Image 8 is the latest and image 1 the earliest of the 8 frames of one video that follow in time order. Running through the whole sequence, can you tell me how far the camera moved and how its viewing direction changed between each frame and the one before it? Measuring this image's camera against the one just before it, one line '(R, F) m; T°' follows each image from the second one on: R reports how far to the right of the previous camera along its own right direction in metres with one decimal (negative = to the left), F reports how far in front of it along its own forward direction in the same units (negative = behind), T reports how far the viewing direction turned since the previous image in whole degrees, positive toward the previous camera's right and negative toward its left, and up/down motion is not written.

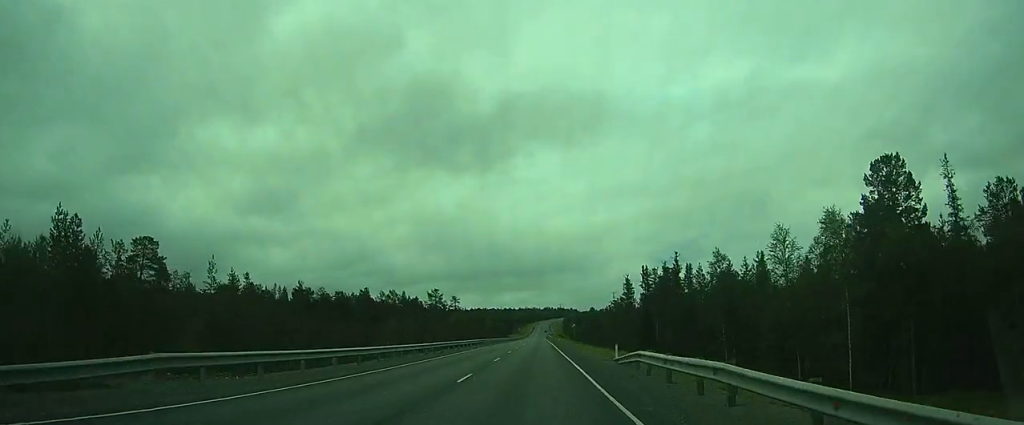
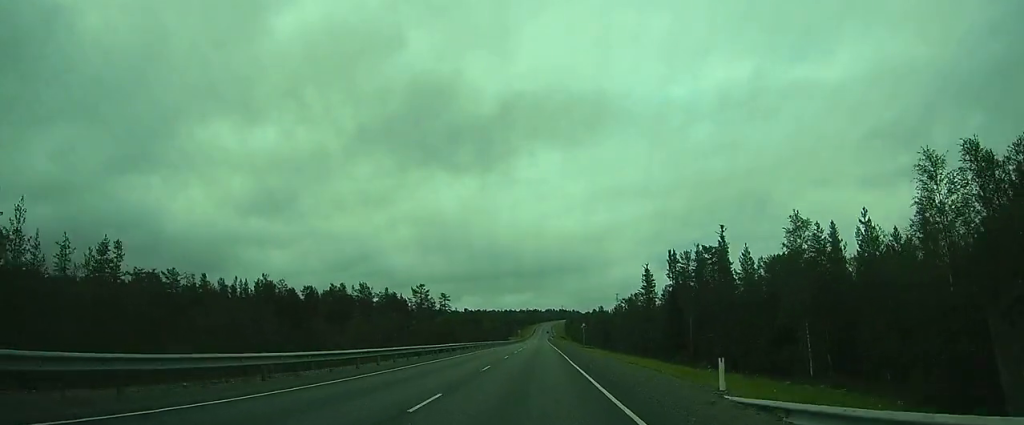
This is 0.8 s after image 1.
(0.0, +15.6) m; 0°
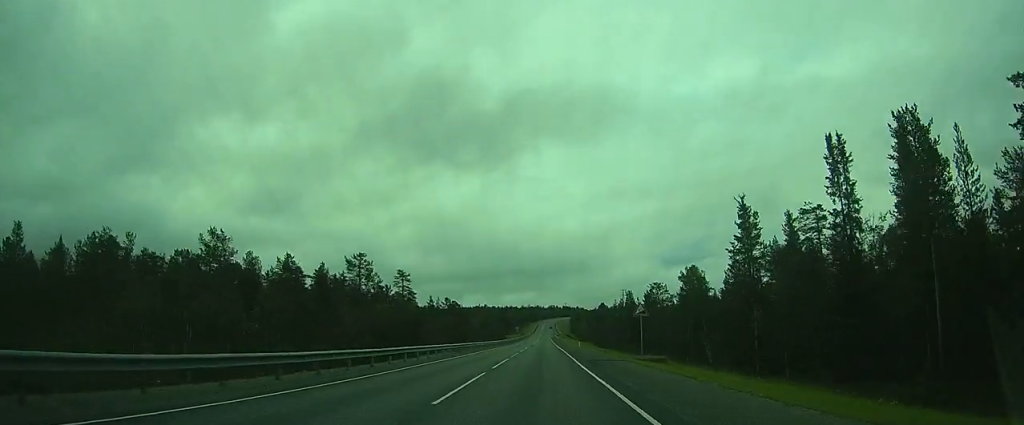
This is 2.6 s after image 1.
(+0.2, +34.7) m; 0°
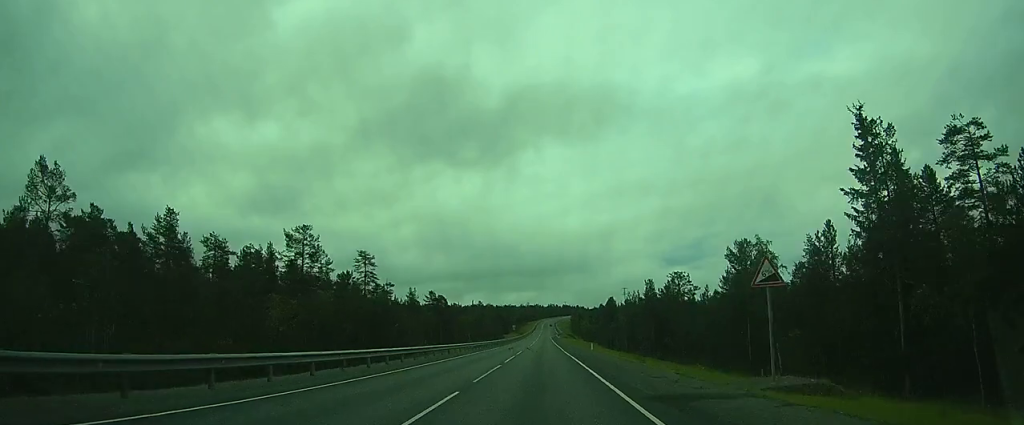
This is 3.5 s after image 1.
(-0.1, +15.4) m; 0°
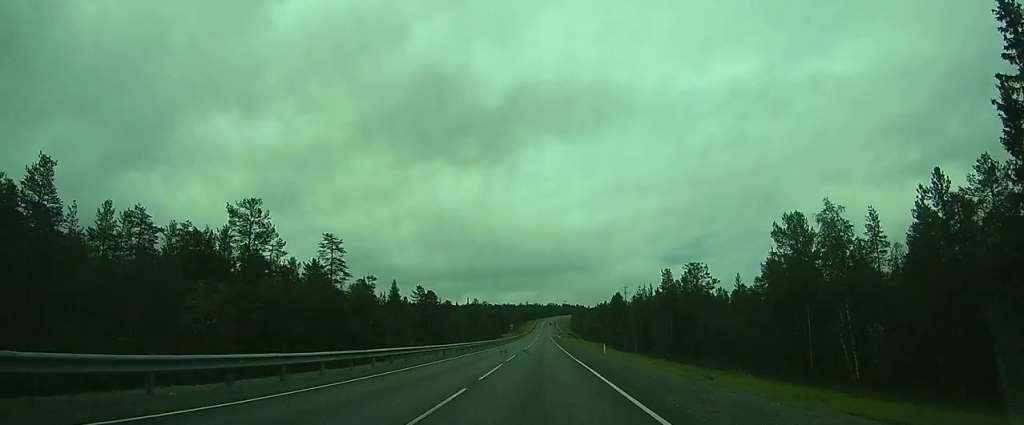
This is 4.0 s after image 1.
(0.0, +9.3) m; 0°
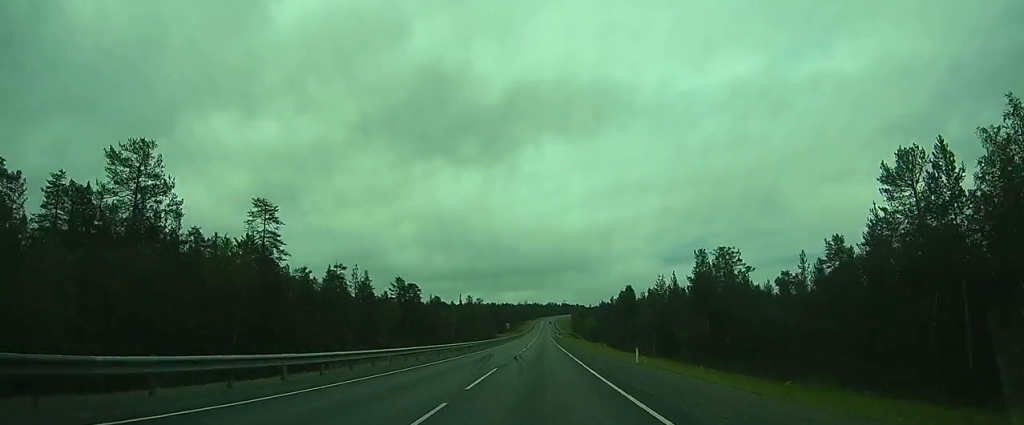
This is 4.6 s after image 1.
(0.0, +12.4) m; 0°
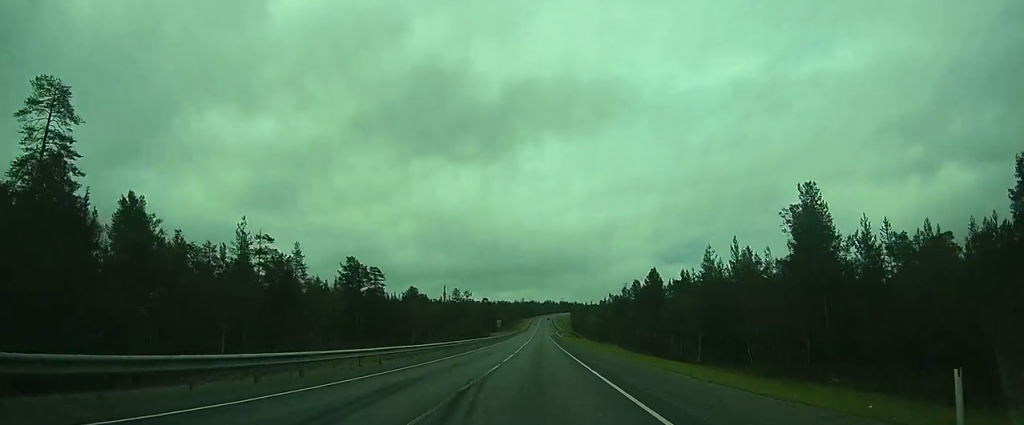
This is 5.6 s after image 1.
(0.0, +19.0) m; 0°
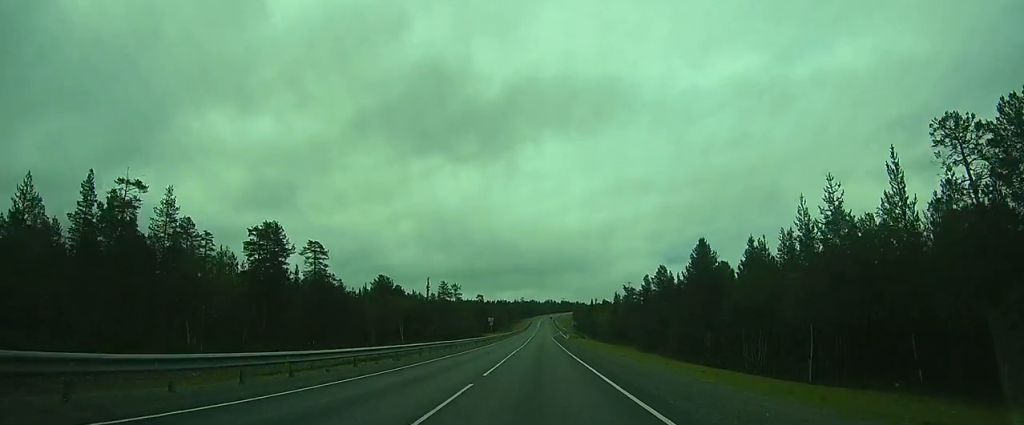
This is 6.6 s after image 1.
(0.0, +18.9) m; 0°
